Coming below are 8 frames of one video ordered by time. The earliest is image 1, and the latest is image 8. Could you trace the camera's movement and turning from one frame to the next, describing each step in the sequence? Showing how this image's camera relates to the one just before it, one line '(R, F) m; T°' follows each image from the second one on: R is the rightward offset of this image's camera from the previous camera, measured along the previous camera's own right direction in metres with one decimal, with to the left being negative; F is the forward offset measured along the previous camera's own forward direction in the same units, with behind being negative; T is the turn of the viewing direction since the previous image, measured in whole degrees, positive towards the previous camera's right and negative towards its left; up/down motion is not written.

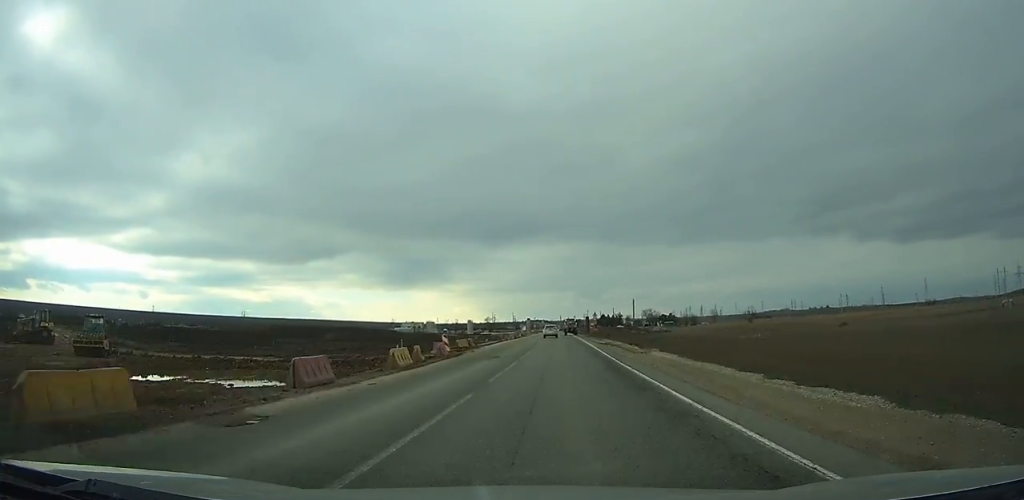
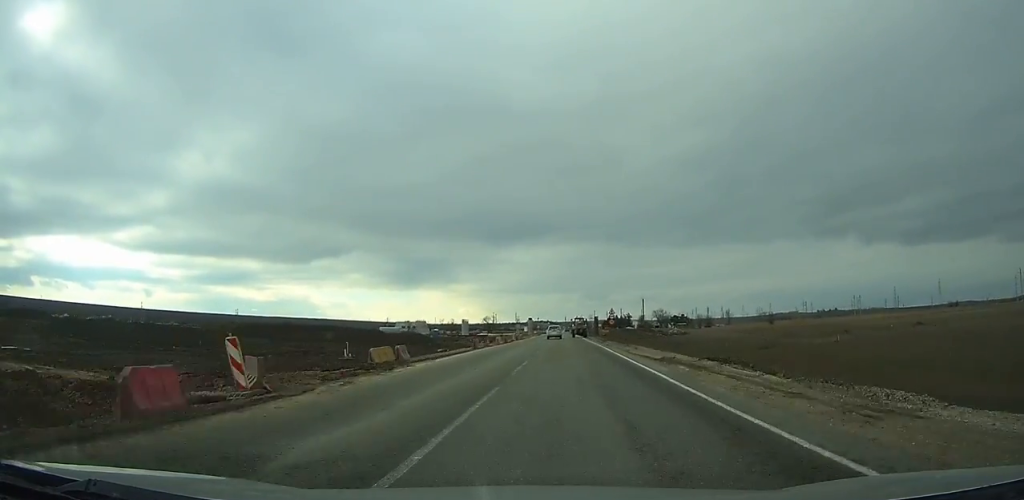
(-0.1, +22.5) m; 0°
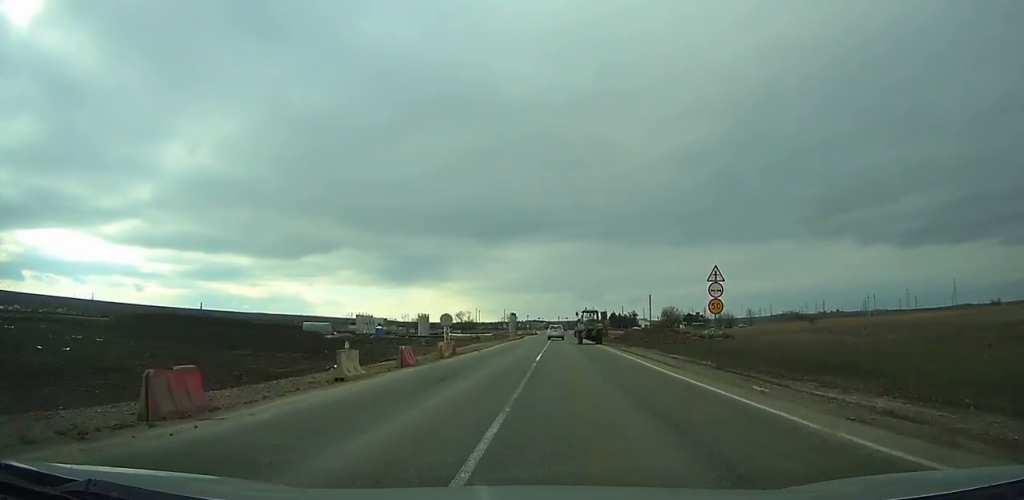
(+0.1, +51.7) m; 0°
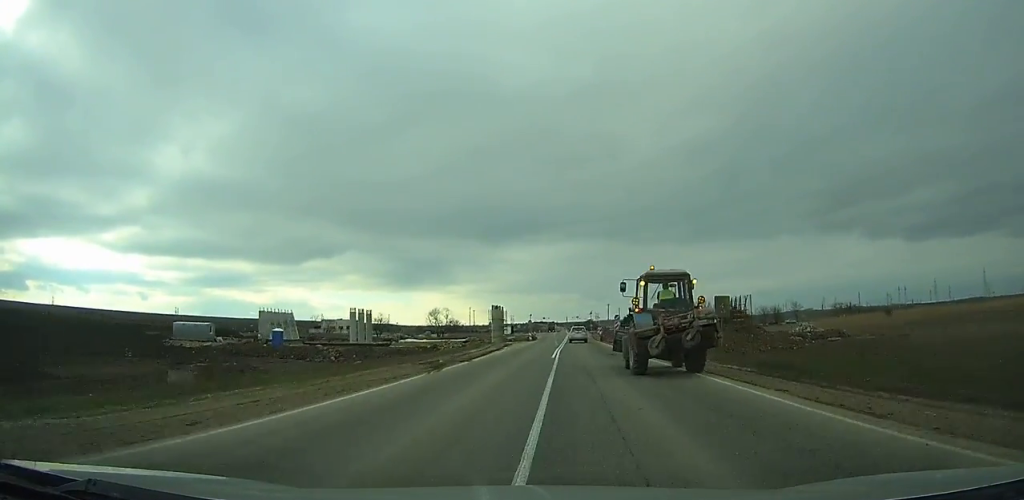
(+0.2, +50.1) m; +1°
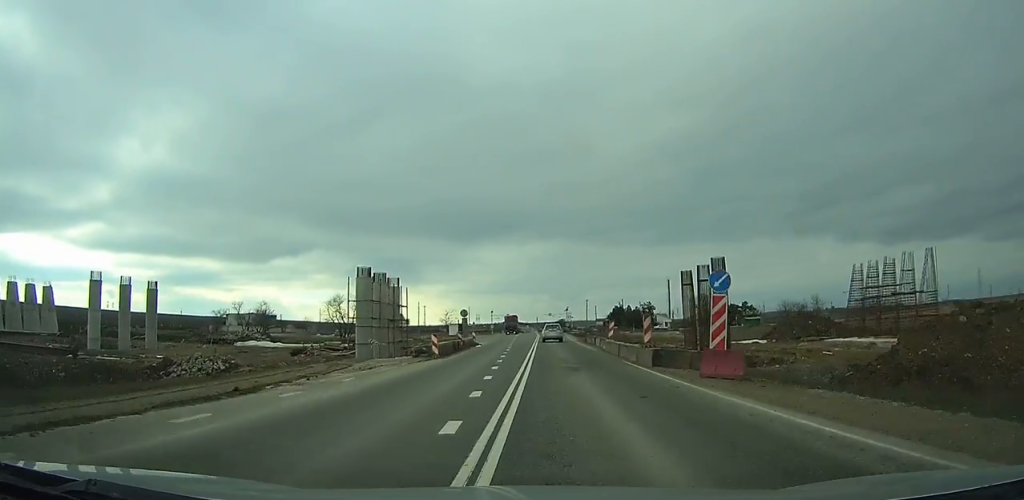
(+0.4, +48.3) m; +1°
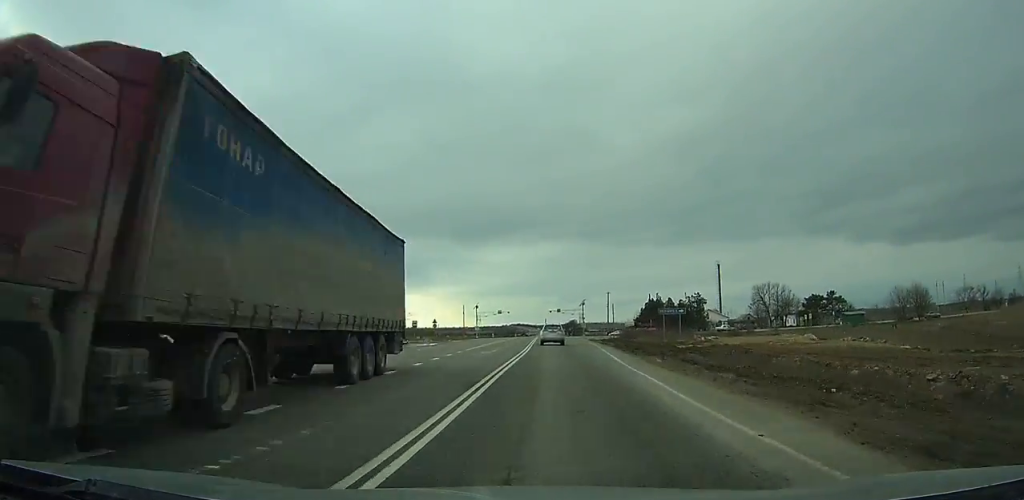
(-0.1, +57.3) m; -1°
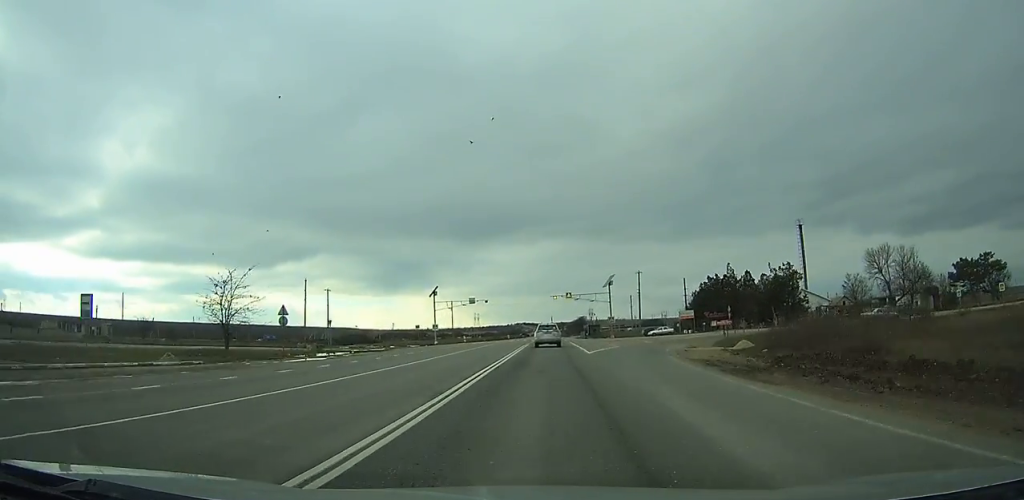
(-0.5, +55.4) m; -1°
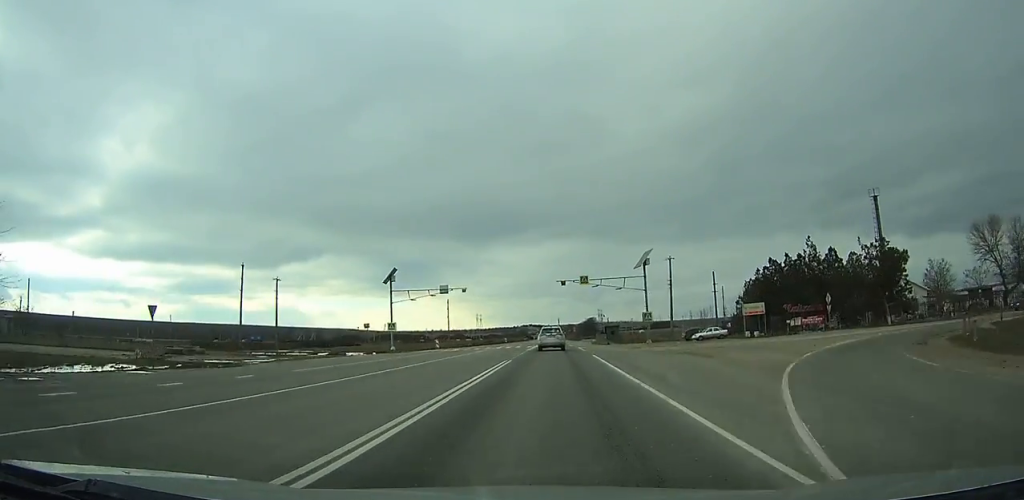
(-0.2, +26.8) m; 0°
